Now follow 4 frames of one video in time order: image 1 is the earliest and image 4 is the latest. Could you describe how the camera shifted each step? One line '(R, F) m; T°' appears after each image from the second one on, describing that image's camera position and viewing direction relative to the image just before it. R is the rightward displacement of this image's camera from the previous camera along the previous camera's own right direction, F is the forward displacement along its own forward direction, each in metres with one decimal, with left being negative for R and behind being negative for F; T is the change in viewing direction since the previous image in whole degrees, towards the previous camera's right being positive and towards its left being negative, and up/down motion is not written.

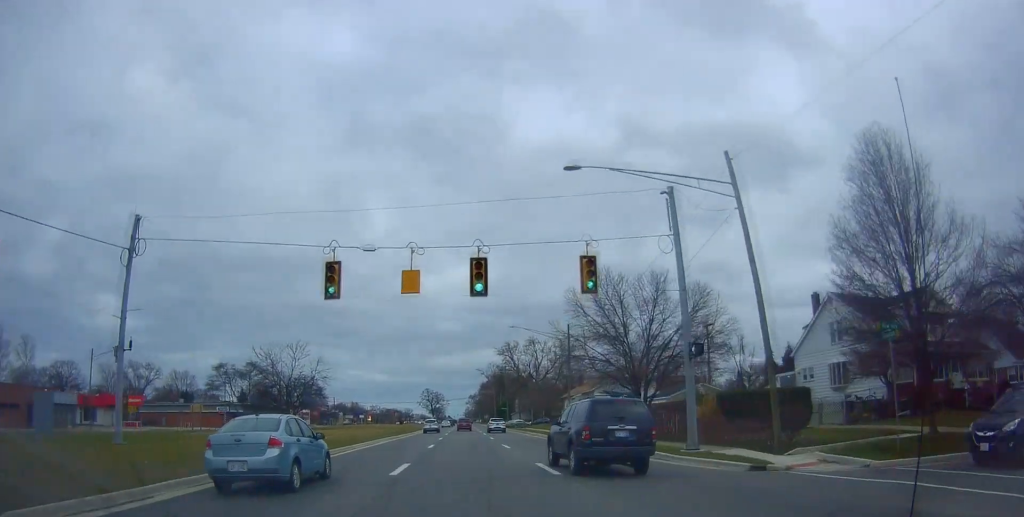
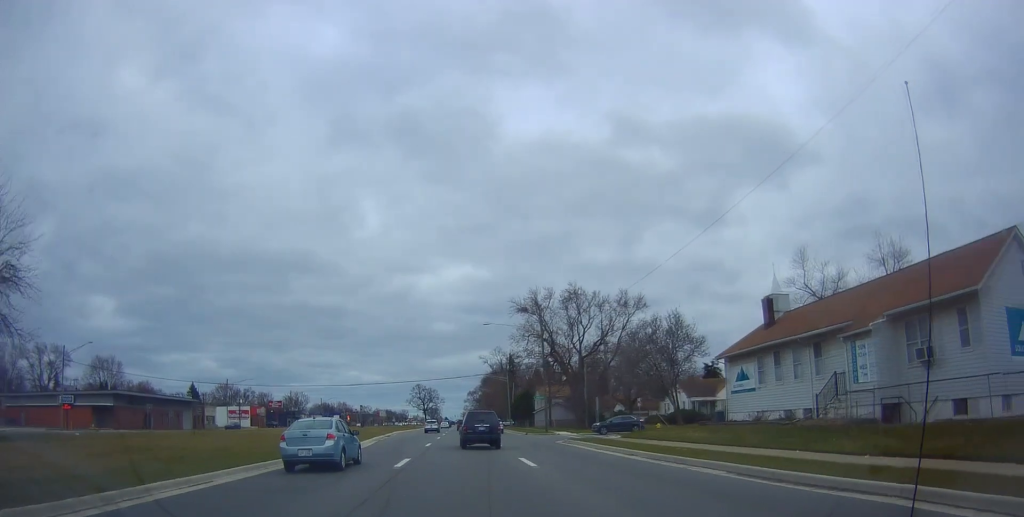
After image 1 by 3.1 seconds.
(-0.5, +57.3) m; -1°
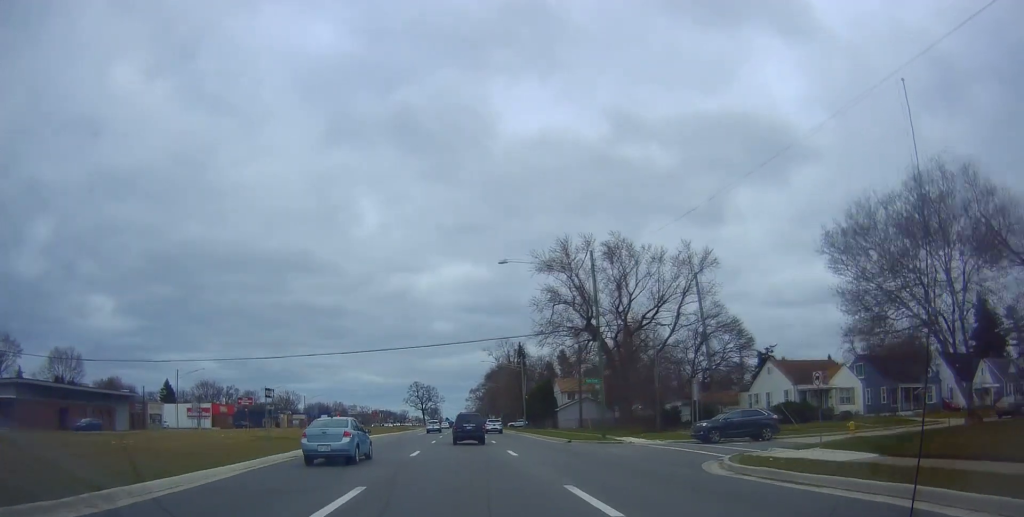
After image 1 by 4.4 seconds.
(+0.2, +25.0) m; -1°
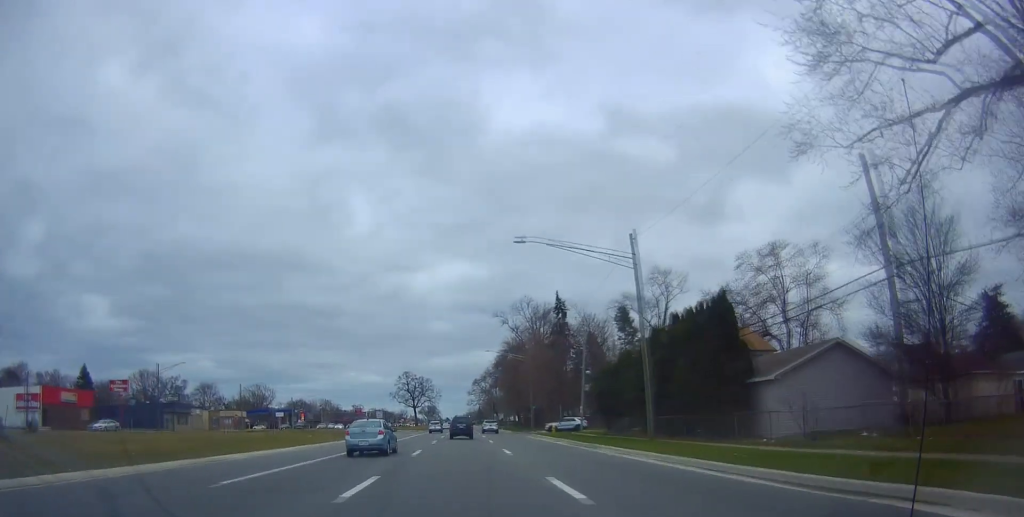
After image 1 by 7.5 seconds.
(+0.8, +57.6) m; +2°
